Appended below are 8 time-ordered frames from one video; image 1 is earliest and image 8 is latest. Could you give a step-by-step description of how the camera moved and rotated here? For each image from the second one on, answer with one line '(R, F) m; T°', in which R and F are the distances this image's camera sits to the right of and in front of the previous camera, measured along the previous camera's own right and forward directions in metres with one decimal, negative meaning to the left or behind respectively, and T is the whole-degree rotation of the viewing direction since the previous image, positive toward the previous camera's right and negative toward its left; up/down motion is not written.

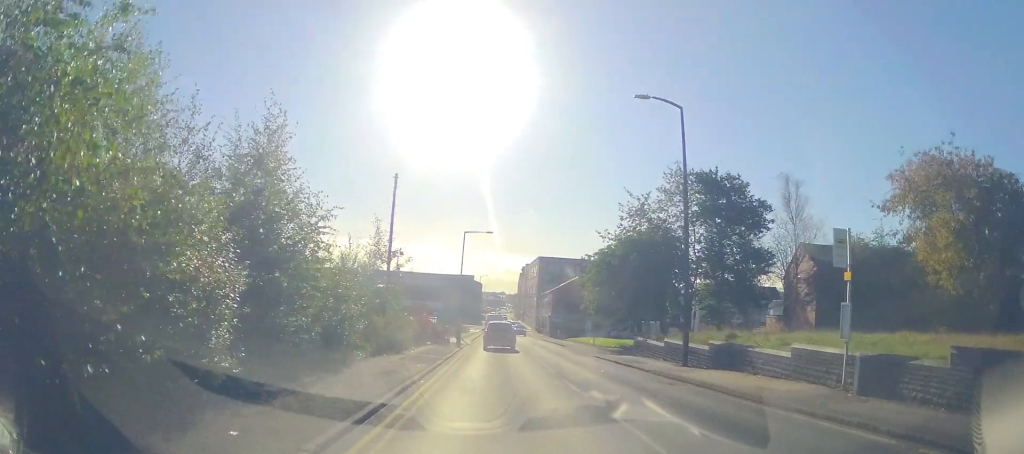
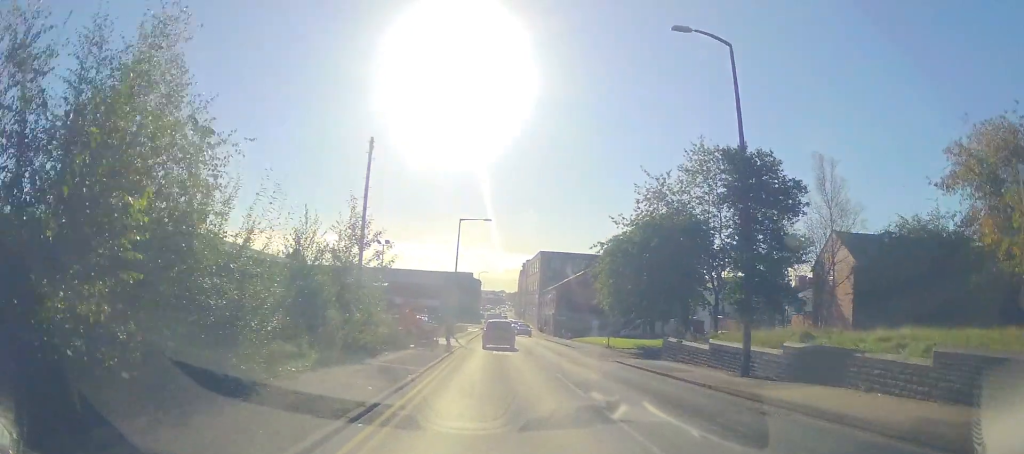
(-0.2, +5.4) m; -1°
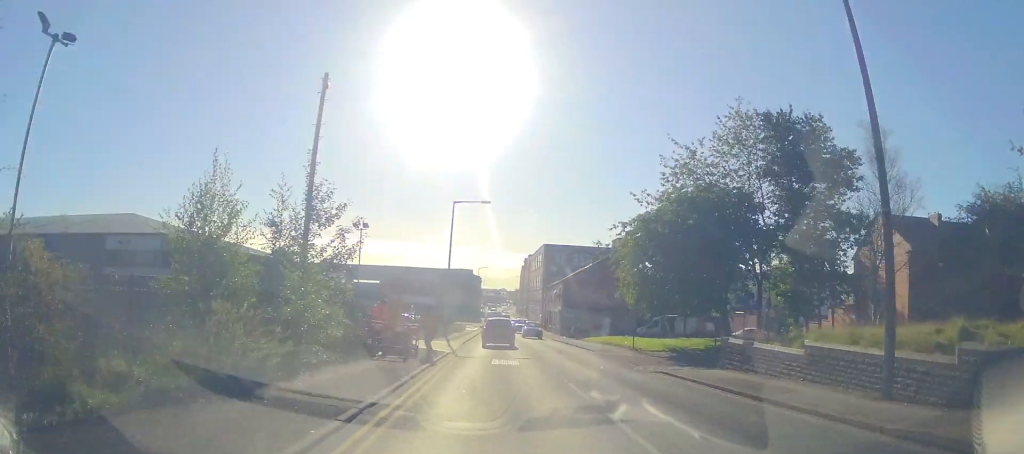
(+0.2, +6.4) m; +1°
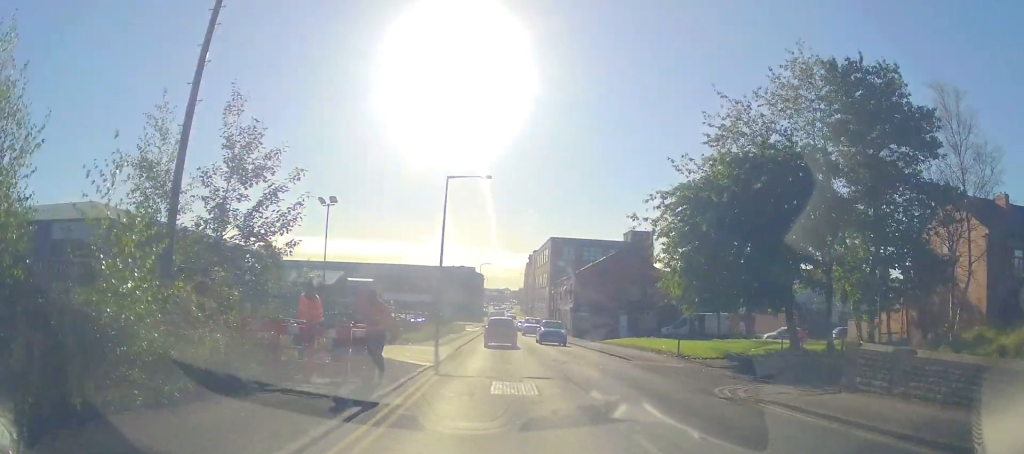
(0.0, +7.1) m; 0°
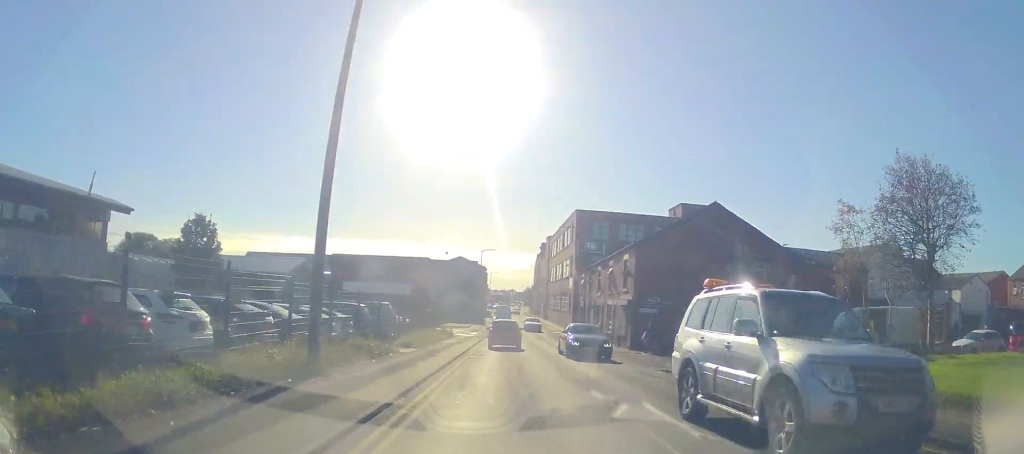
(-0.4, +23.2) m; -2°
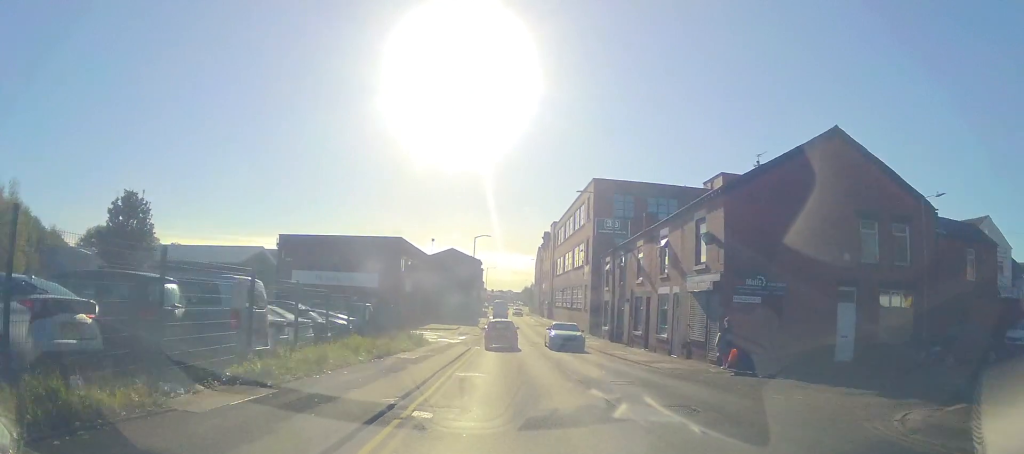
(+0.2, +13.8) m; +2°
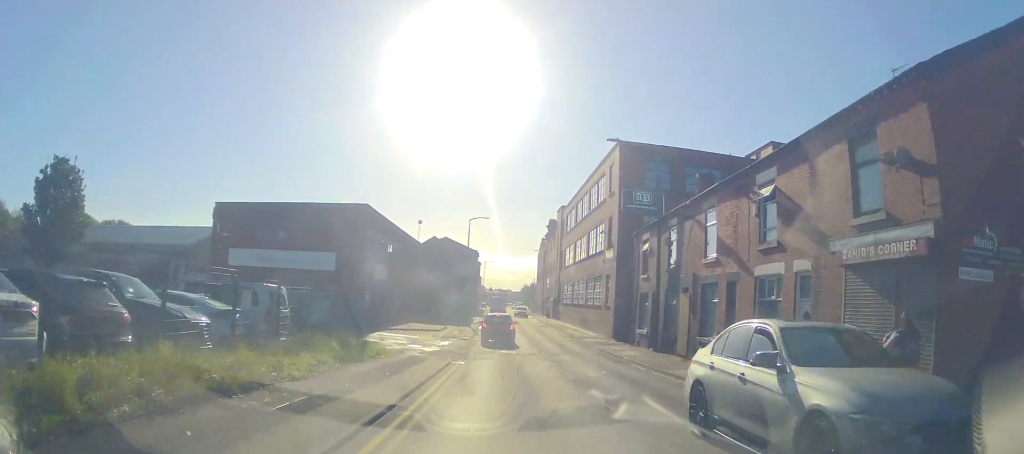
(+0.2, +10.8) m; 0°
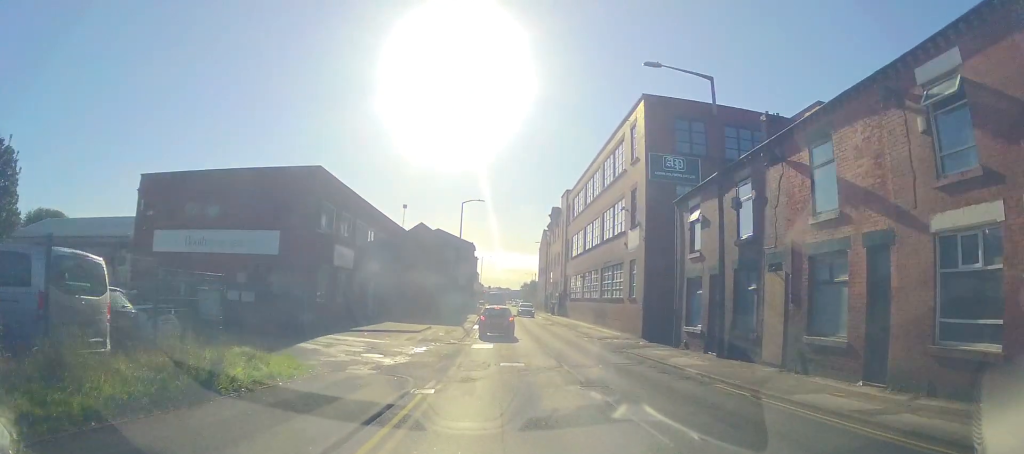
(0.0, +8.1) m; -1°
